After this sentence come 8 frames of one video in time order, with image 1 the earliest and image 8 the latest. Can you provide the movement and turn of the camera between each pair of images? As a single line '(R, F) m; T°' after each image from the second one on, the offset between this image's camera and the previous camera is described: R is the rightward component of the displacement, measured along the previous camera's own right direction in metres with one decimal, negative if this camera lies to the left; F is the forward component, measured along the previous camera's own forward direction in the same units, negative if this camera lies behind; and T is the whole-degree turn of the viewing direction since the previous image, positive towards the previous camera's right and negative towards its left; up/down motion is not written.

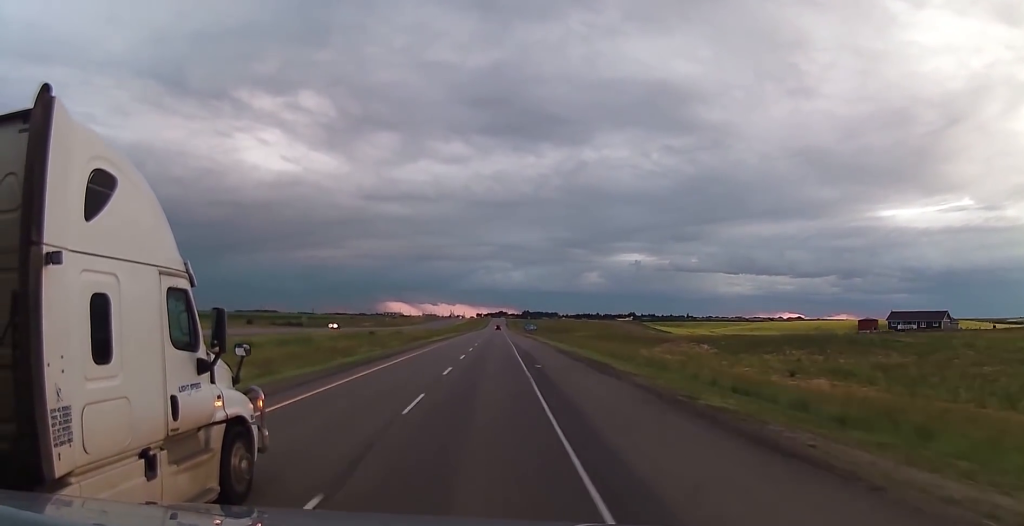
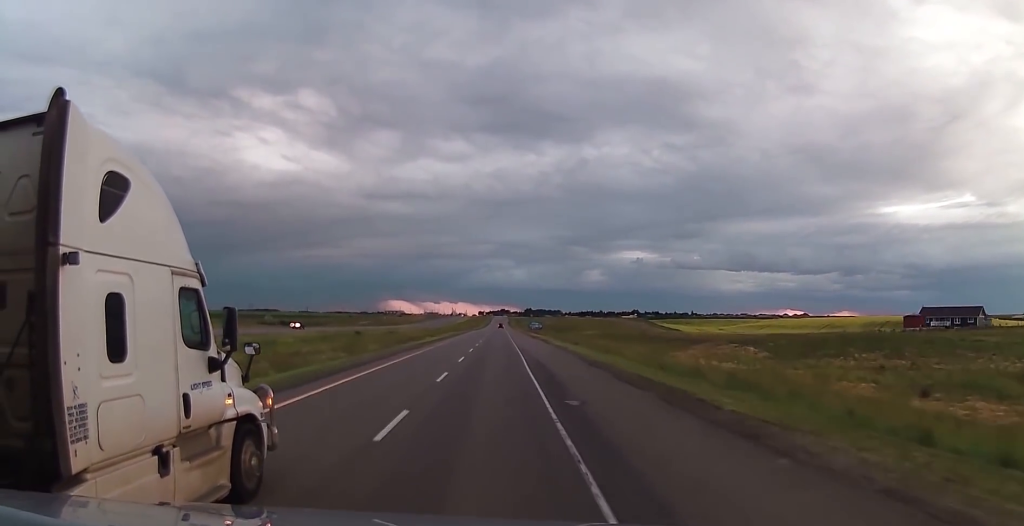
(0.0, +17.0) m; 0°
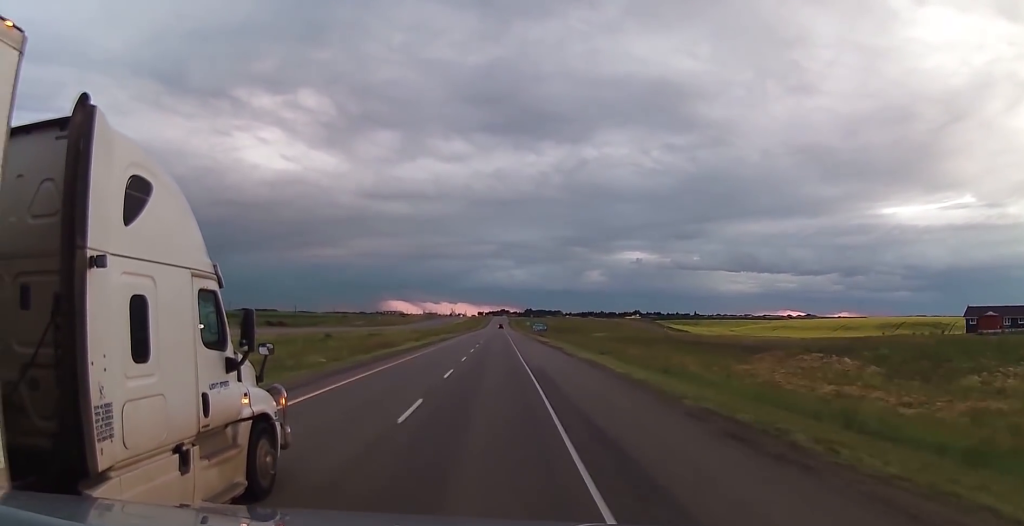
(0.0, +21.8) m; +1°
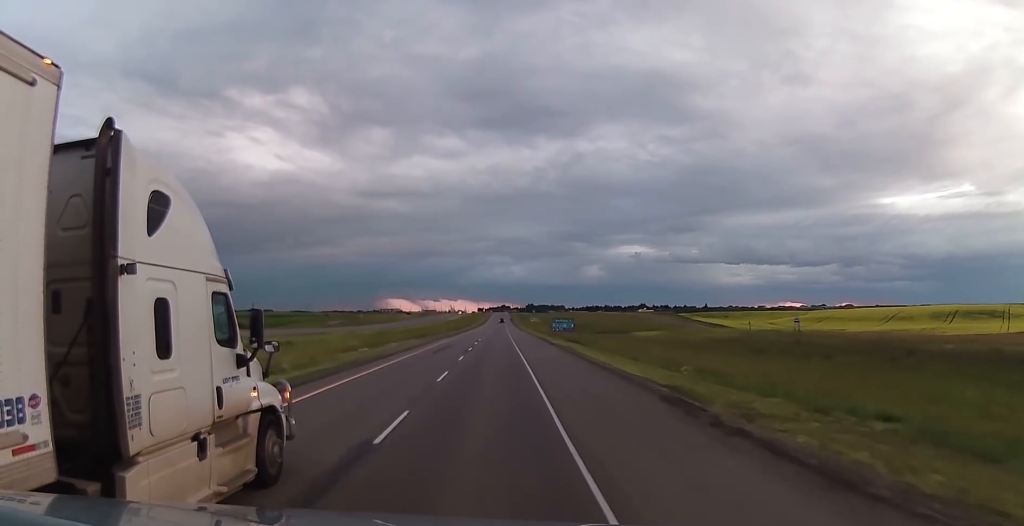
(+0.2, +65.4) m; -1°
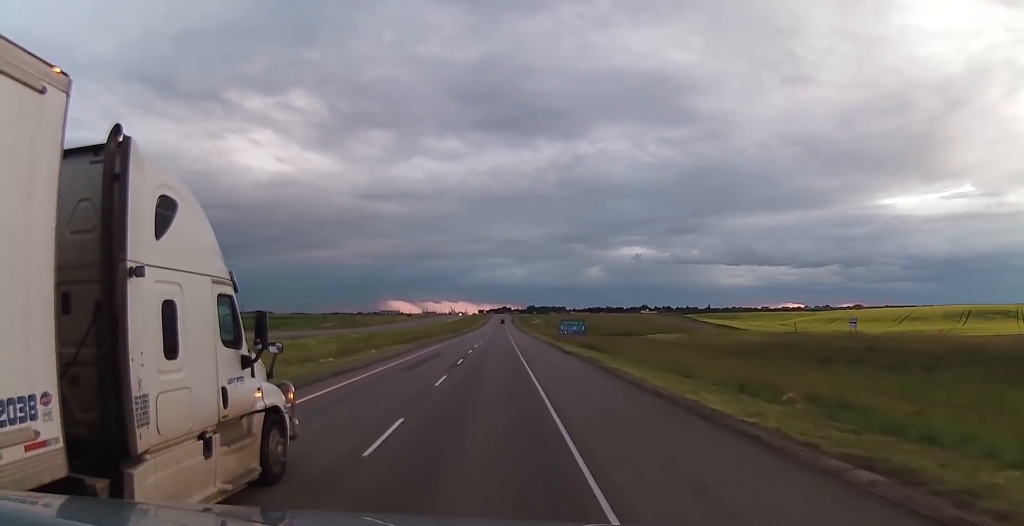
(-0.1, +13.3) m; 0°
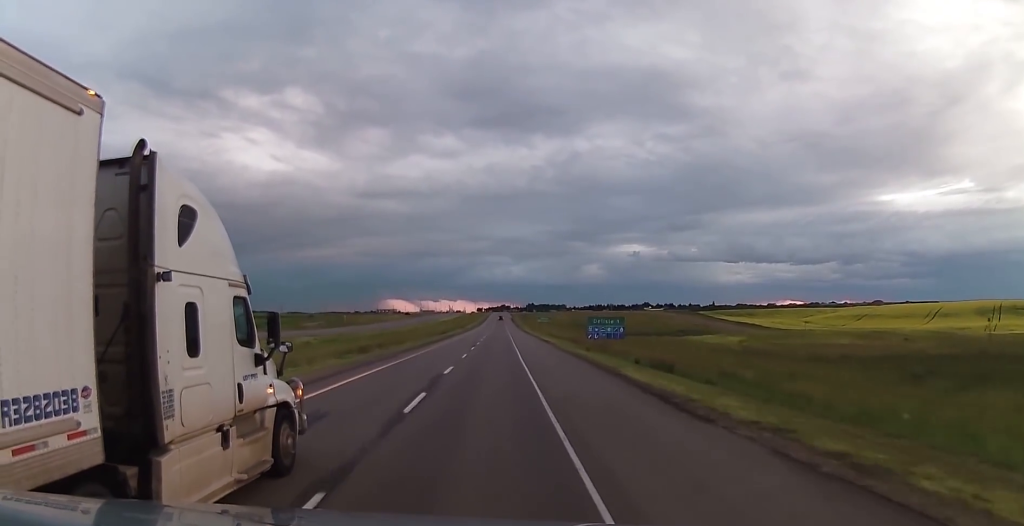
(-0.2, +31.5) m; 0°
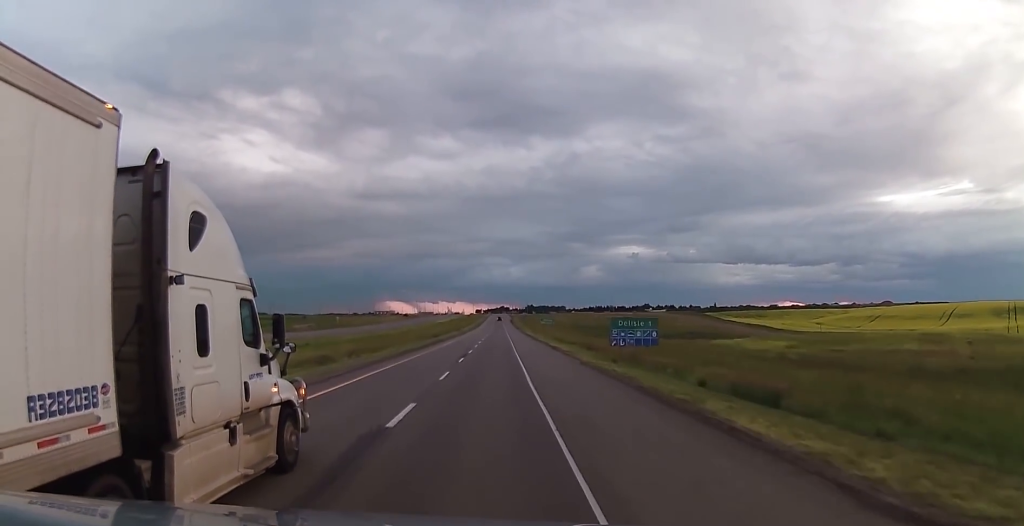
(0.0, +14.5) m; 0°
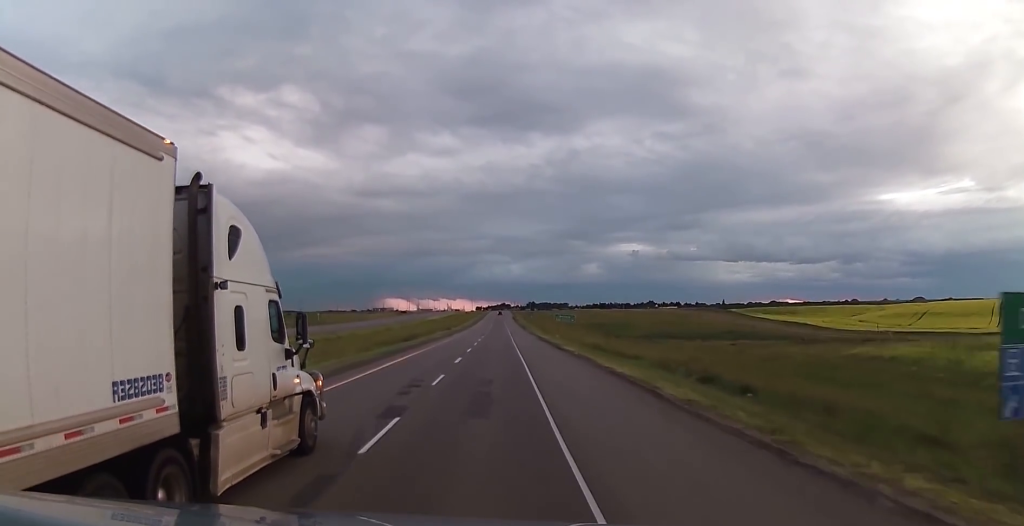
(+0.5, +40.9) m; +1°
